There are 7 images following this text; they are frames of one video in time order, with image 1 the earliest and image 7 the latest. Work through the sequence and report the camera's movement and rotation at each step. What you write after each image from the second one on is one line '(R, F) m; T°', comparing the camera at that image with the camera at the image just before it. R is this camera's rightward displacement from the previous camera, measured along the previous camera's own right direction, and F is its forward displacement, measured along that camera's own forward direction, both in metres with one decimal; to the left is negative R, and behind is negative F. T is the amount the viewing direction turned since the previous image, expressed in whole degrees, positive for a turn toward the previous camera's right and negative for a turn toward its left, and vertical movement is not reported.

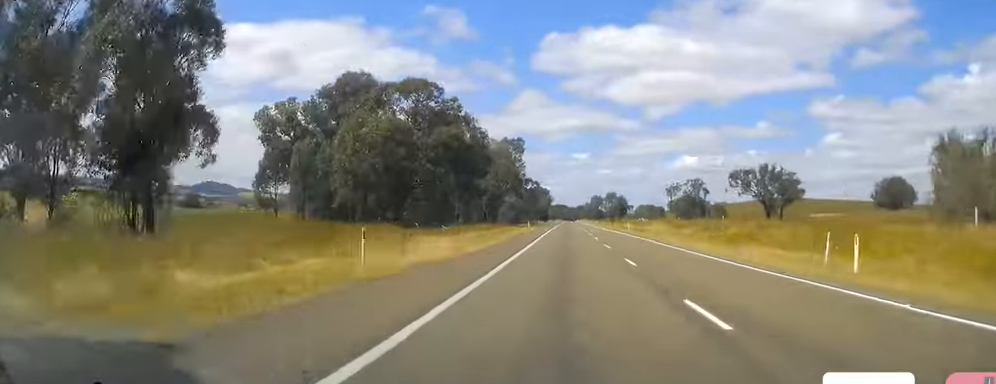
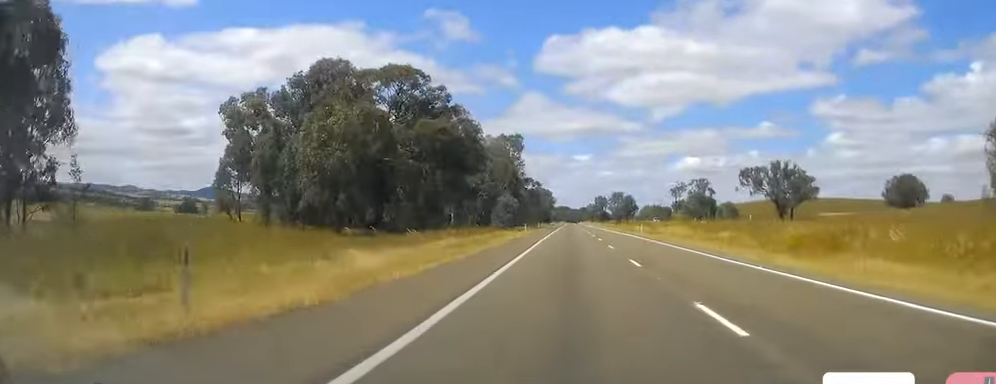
(+0.4, +12.6) m; 0°
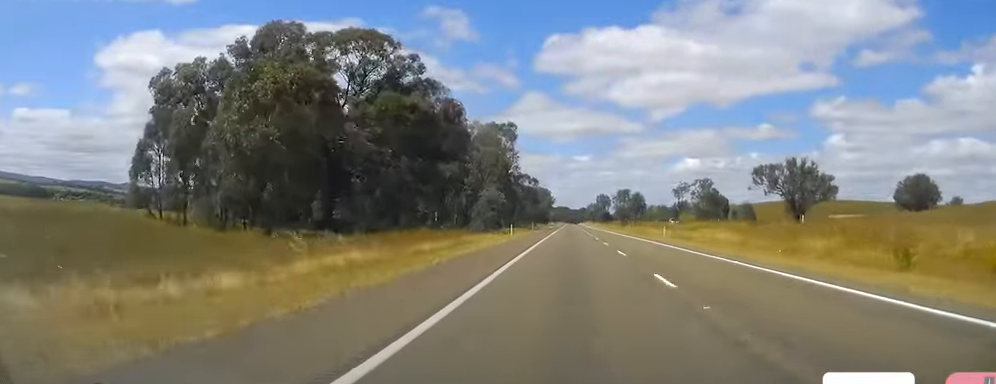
(+0.2, +18.4) m; 0°
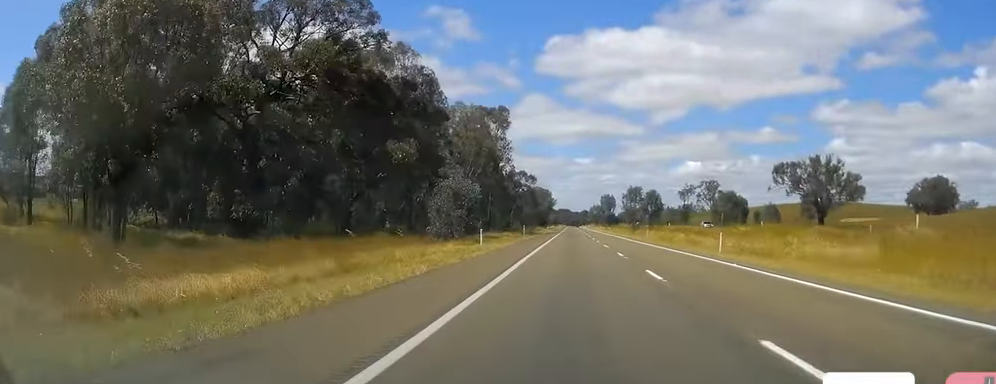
(-0.7, +21.4) m; 0°
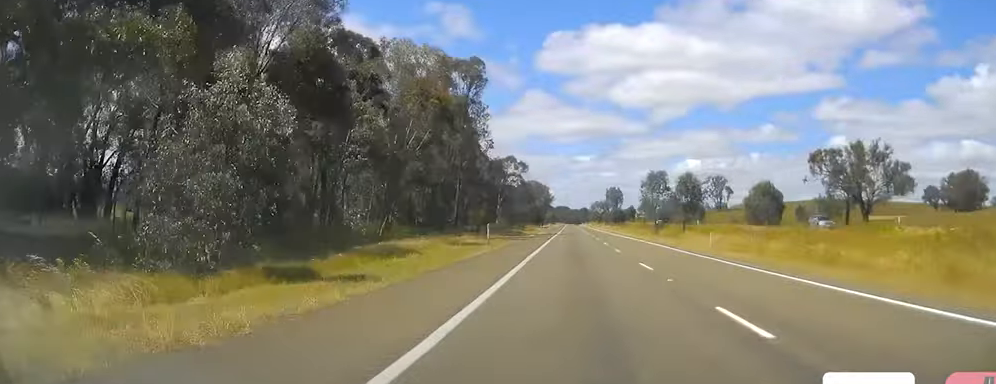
(+0.7, +33.2) m; 0°
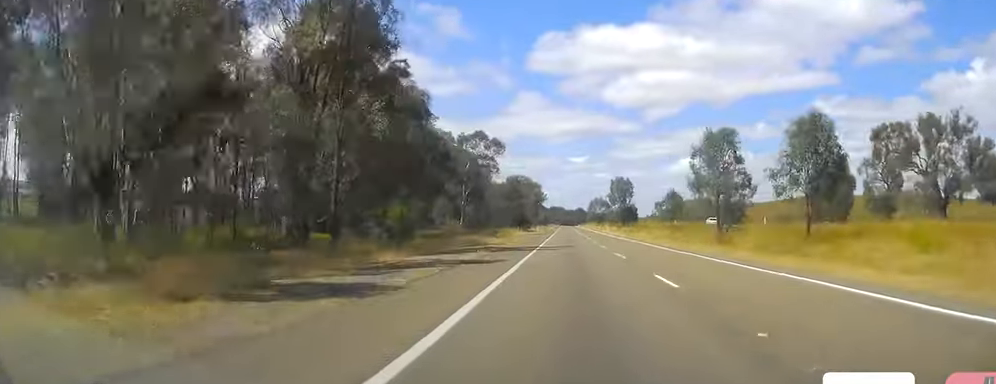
(-0.7, +41.9) m; -1°
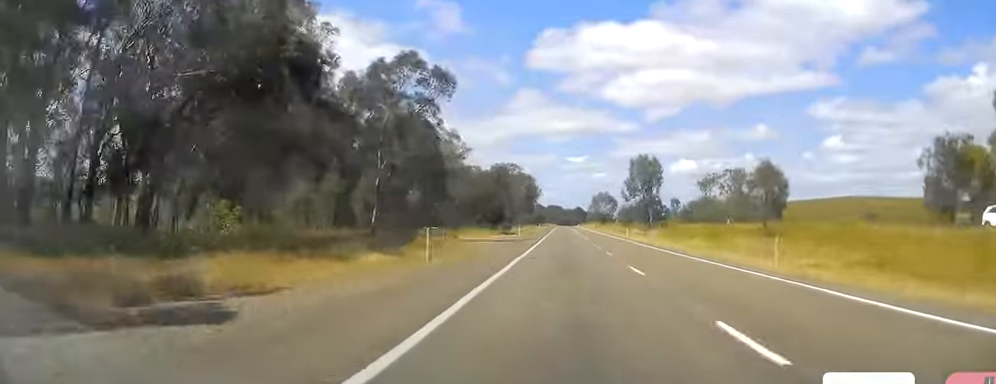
(-0.2, +44.9) m; +1°
